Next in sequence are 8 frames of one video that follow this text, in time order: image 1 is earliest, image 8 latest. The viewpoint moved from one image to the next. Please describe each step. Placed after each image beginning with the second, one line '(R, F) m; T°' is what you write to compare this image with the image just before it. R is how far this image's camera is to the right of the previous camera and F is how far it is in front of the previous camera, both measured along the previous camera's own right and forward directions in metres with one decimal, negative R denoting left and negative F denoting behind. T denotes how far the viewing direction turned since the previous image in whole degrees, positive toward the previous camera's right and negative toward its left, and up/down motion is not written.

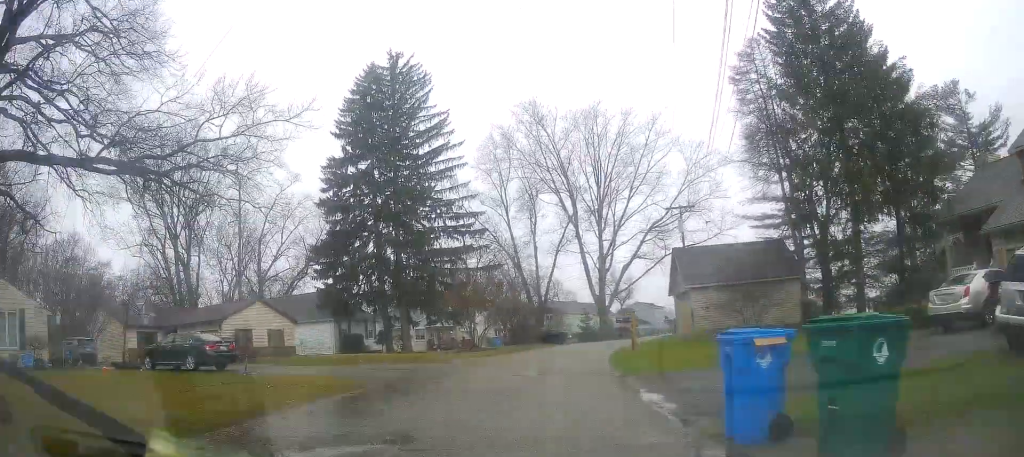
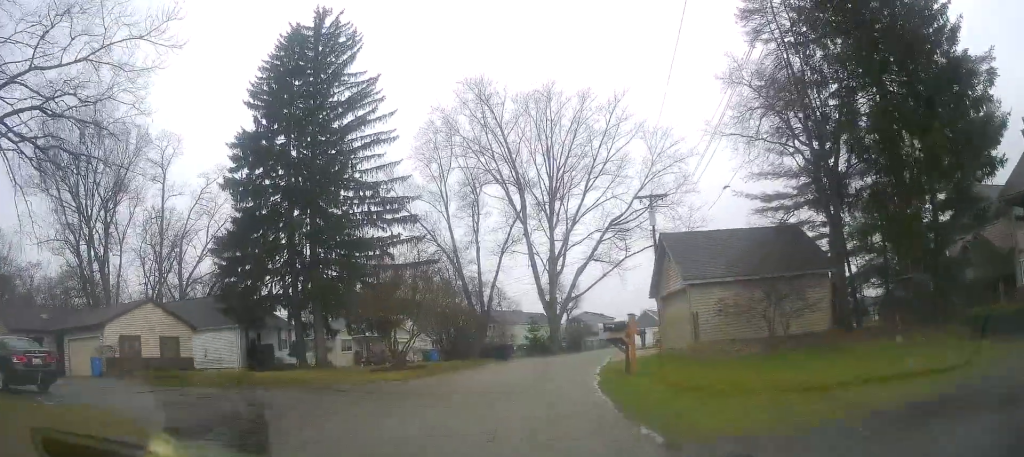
(+0.5, +7.8) m; +7°
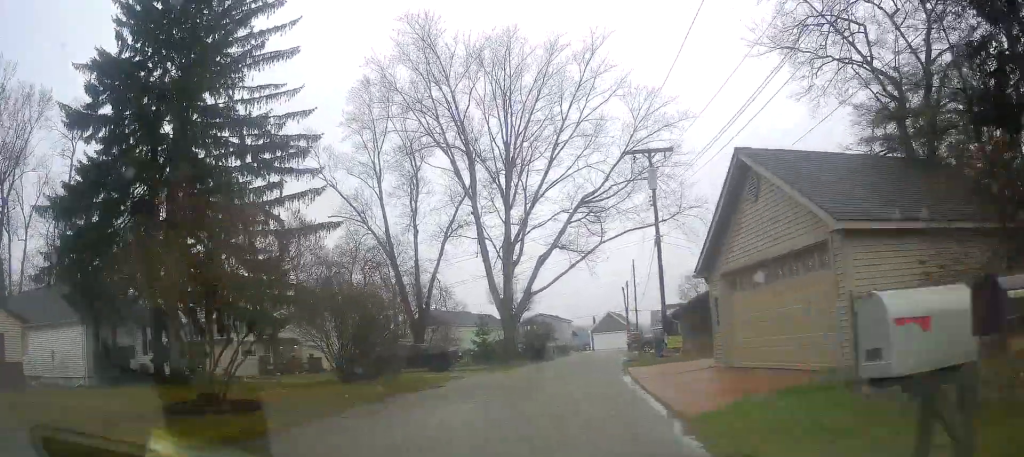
(+1.0, +11.7) m; +8°
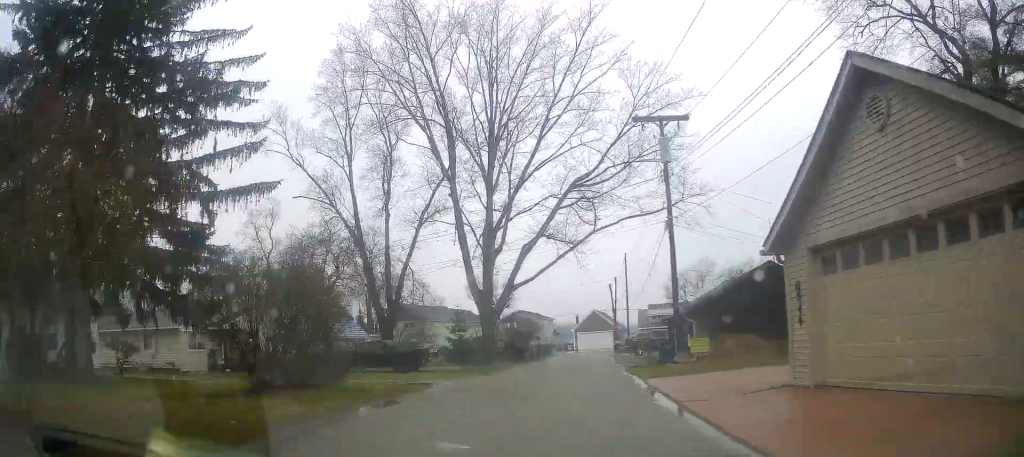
(+0.1, +5.0) m; +3°
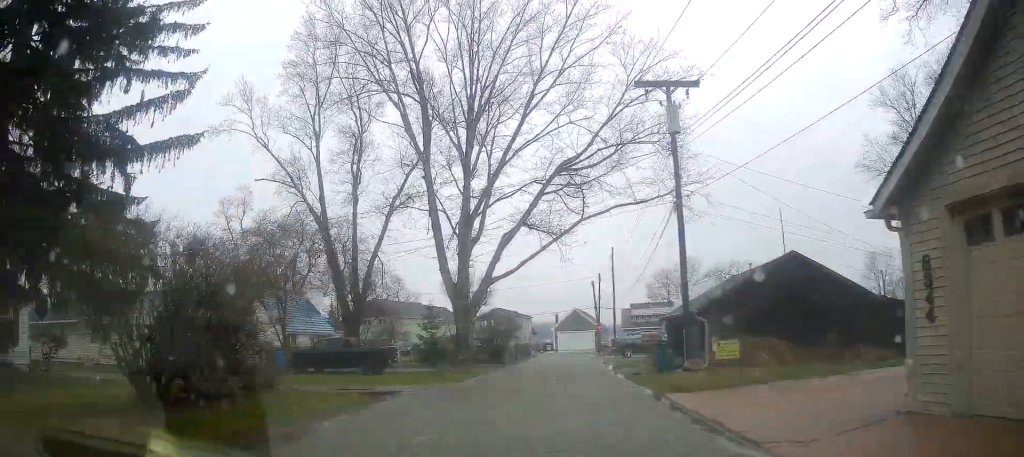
(0.0, +3.9) m; +2°
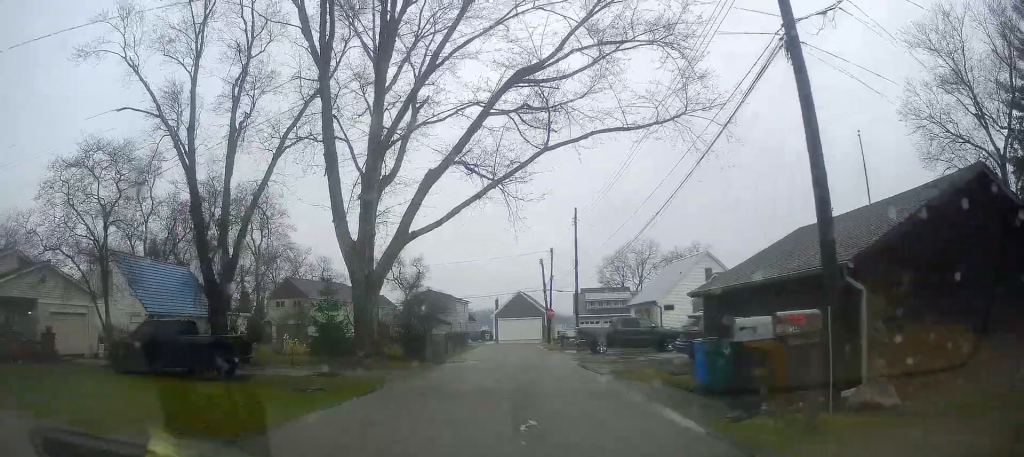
(+0.4, +11.8) m; 0°
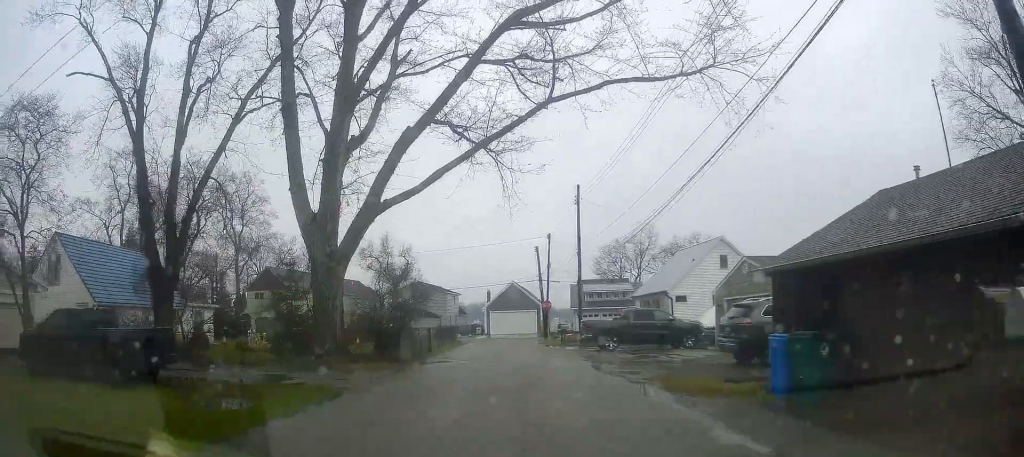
(-0.1, +4.5) m; -2°
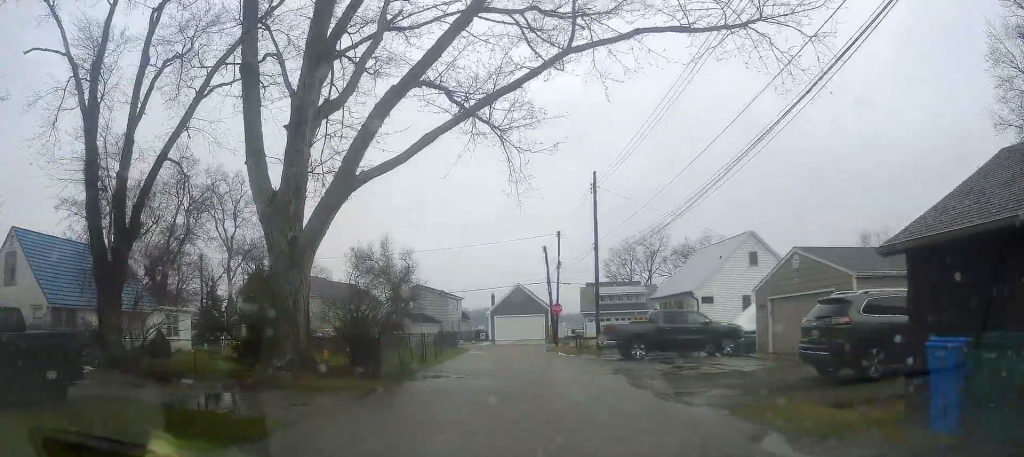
(-0.1, +4.4) m; -2°
